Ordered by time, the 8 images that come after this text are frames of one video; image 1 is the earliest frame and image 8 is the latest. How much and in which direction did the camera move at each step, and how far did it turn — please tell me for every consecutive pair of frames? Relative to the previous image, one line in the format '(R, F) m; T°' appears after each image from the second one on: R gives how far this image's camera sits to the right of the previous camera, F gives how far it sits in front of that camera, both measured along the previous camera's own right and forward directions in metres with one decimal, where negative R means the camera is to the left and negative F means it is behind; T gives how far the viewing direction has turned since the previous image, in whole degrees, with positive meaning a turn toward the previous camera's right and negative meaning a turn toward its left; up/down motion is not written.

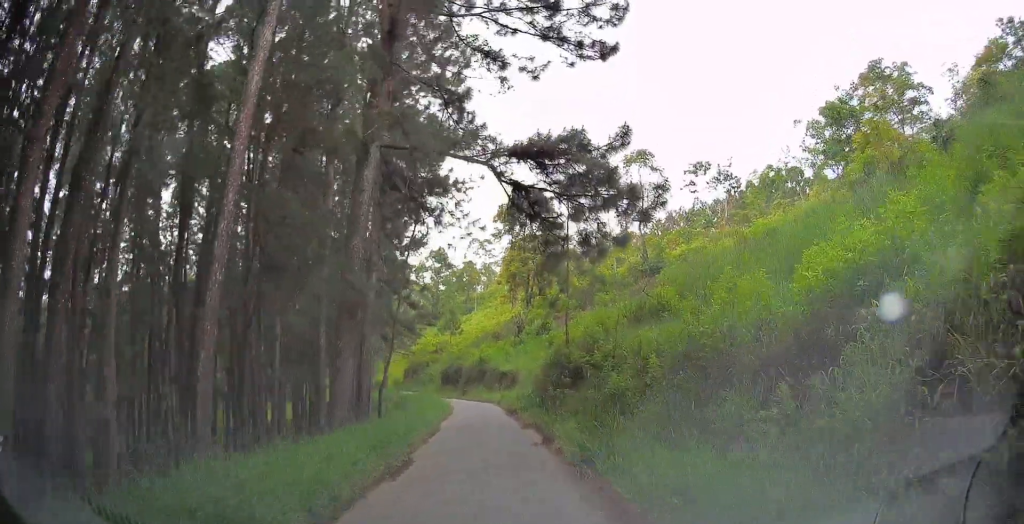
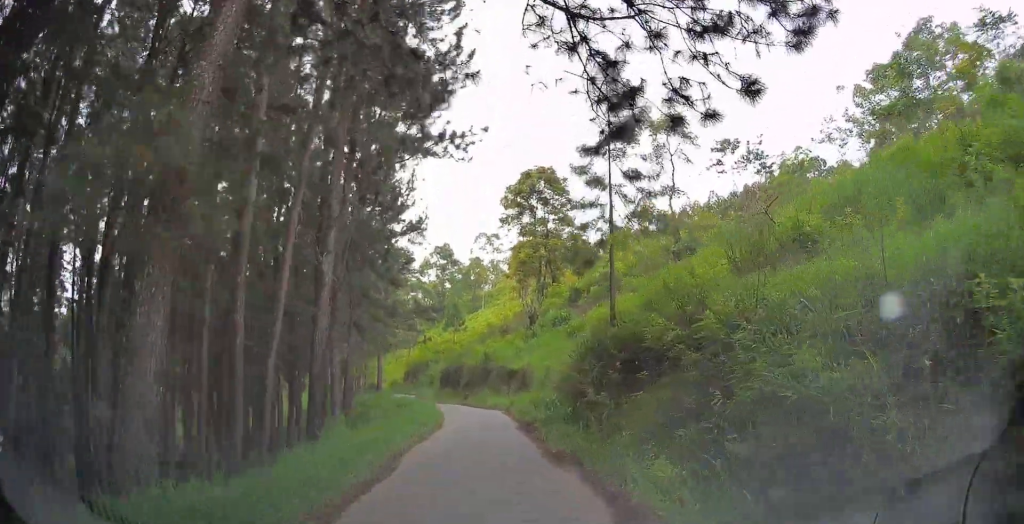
(0.0, +9.7) m; 0°
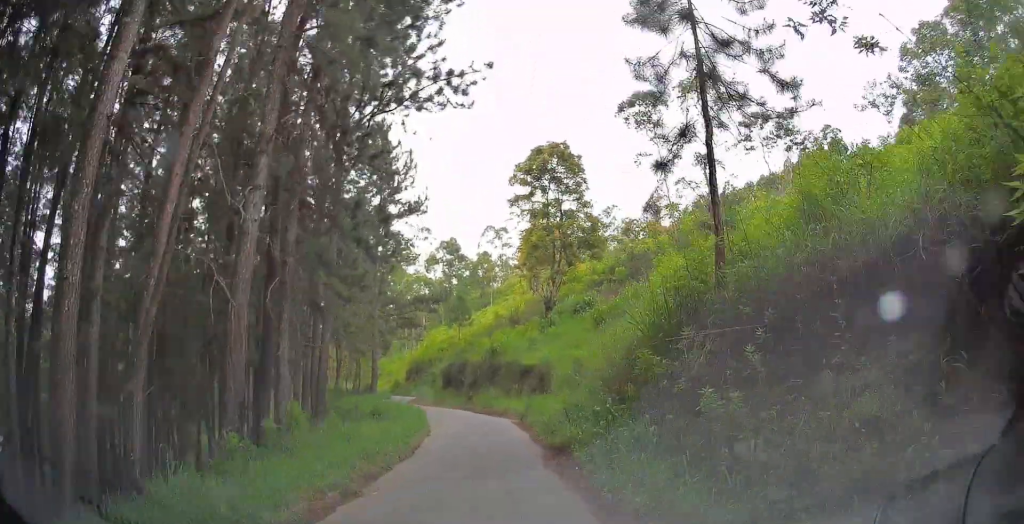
(-0.2, +8.0) m; -3°
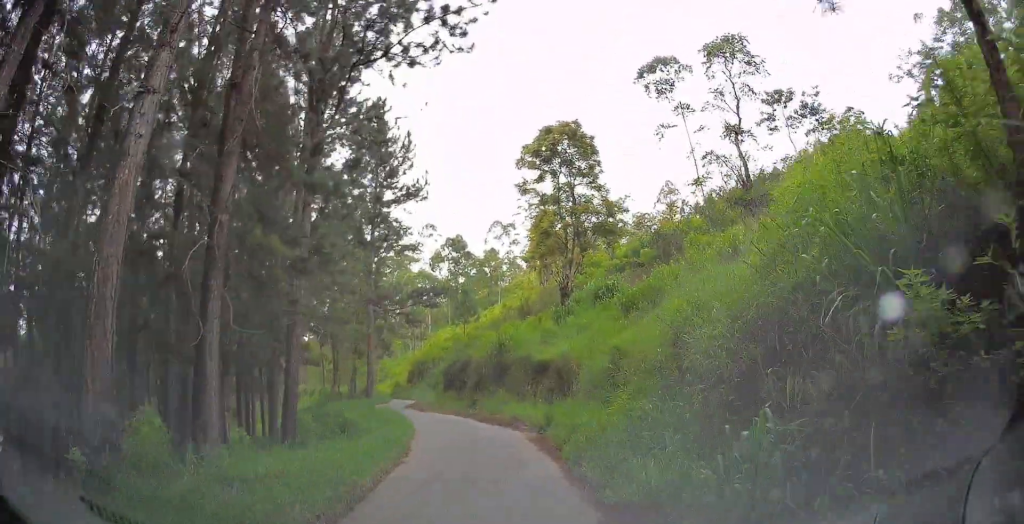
(-0.3, +5.7) m; 0°
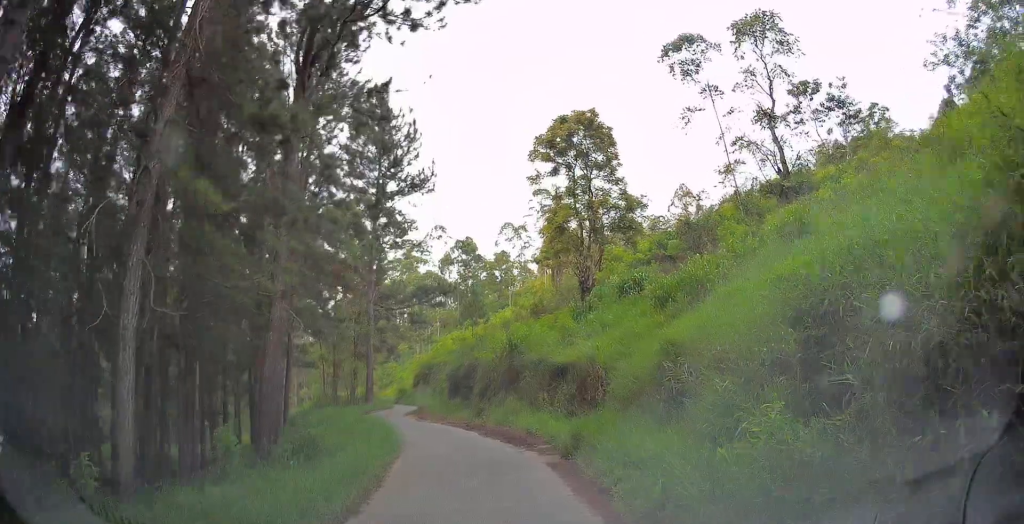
(+0.2, +4.0) m; 0°
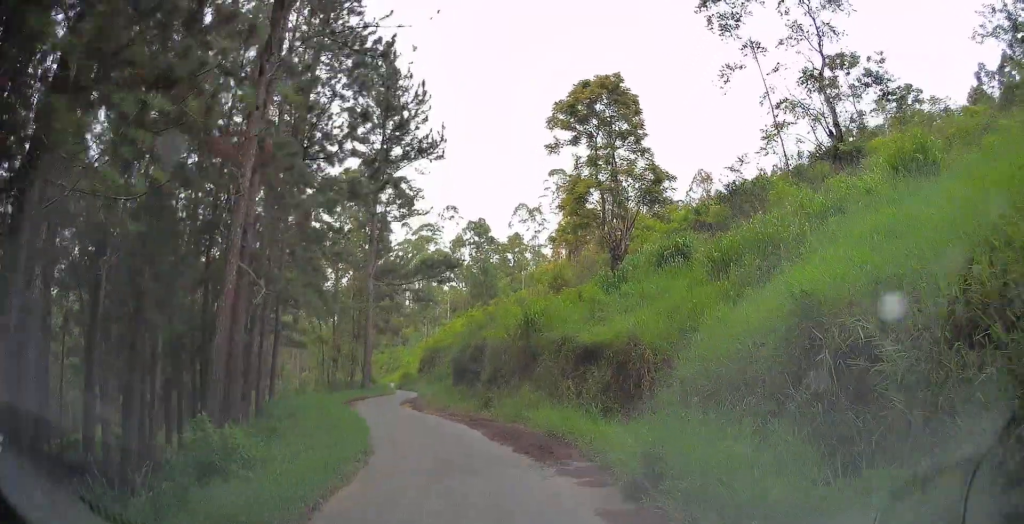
(0.0, +4.9) m; -3°
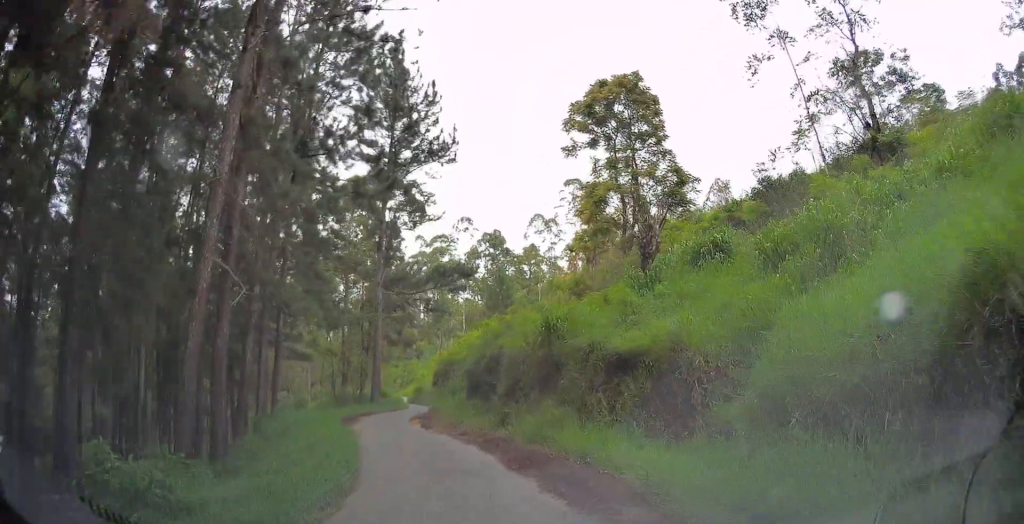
(0.0, +2.7) m; -3°
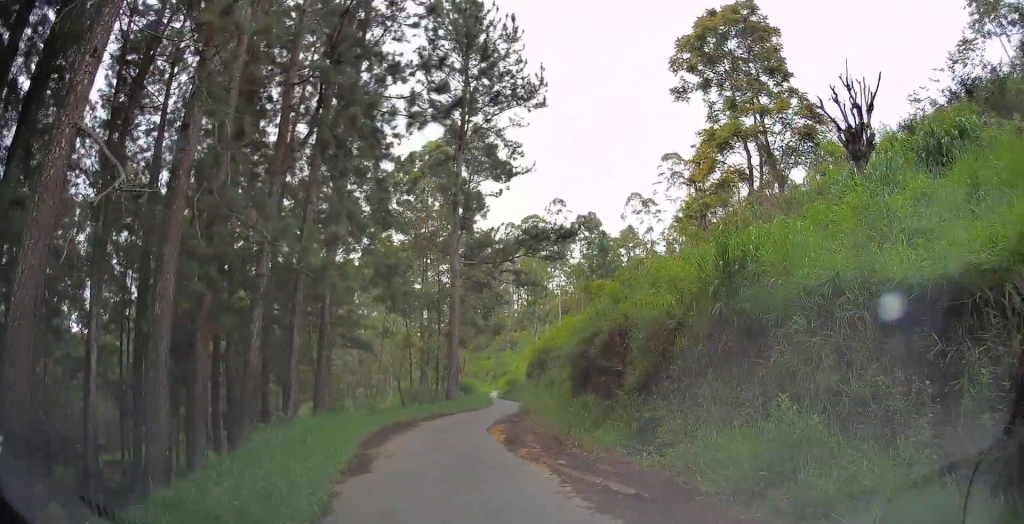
(-0.7, +9.3) m; -6°
